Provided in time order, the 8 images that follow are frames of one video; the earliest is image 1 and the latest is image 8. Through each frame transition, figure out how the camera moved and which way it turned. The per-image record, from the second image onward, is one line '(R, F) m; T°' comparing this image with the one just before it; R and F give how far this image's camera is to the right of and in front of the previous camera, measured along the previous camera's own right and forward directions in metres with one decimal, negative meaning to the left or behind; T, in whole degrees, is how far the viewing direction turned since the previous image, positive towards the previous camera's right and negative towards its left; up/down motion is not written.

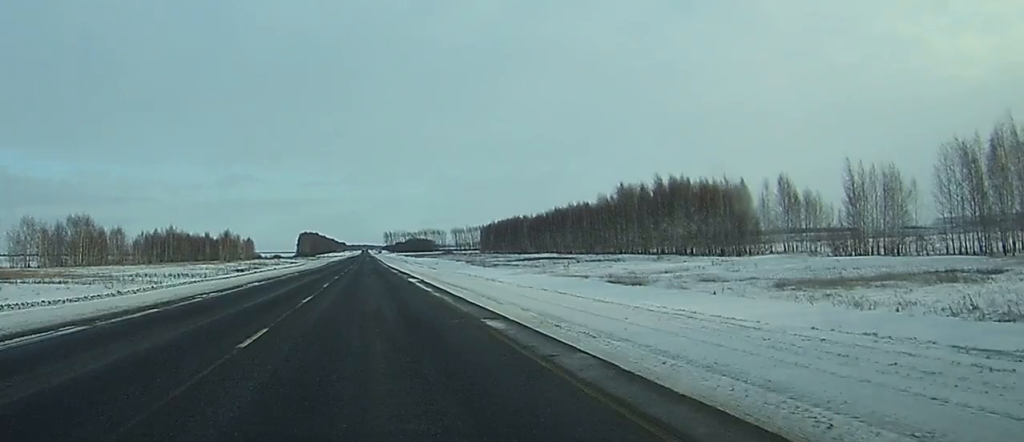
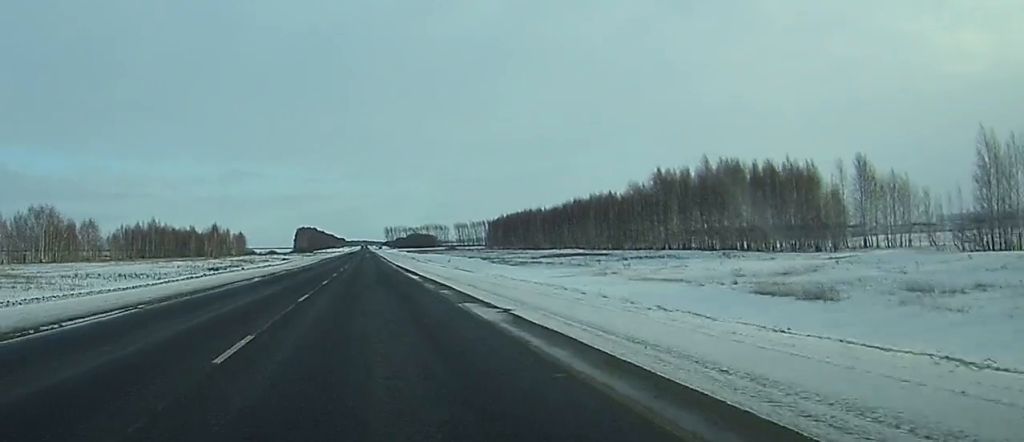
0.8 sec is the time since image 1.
(0.0, +26.0) m; 0°
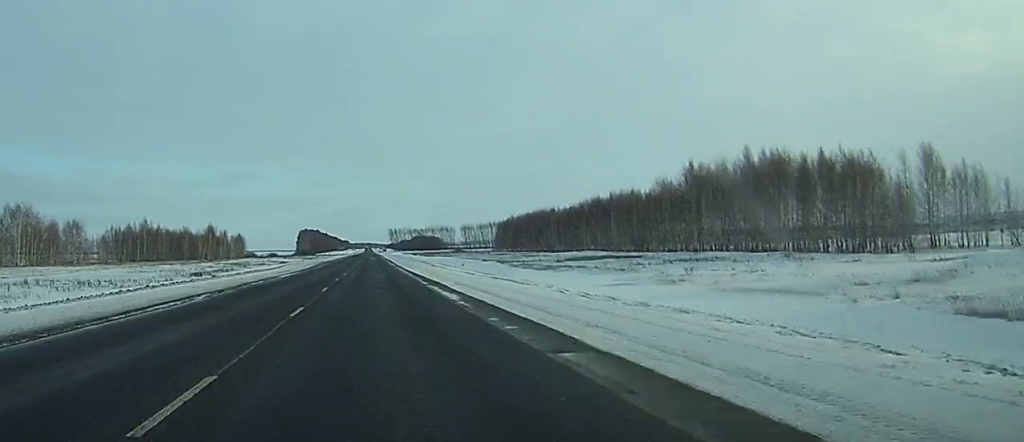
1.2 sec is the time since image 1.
(0.0, +15.9) m; 0°
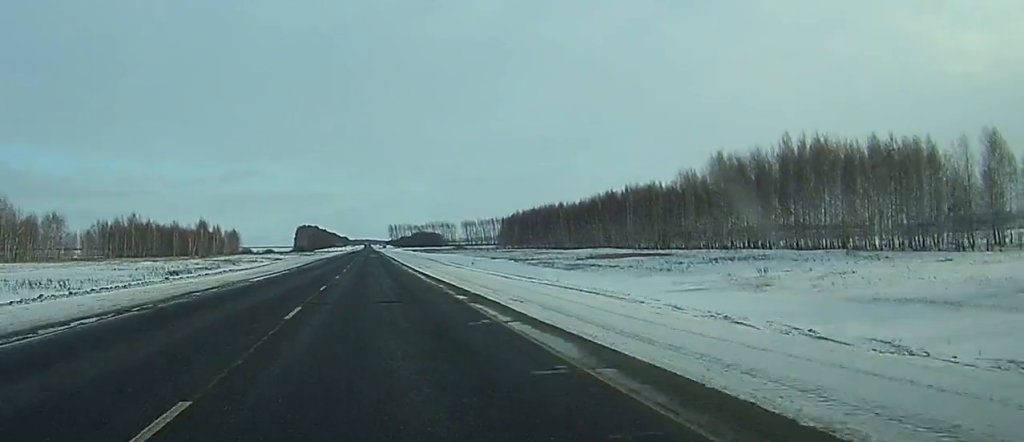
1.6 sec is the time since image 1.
(0.0, +13.6) m; 0°
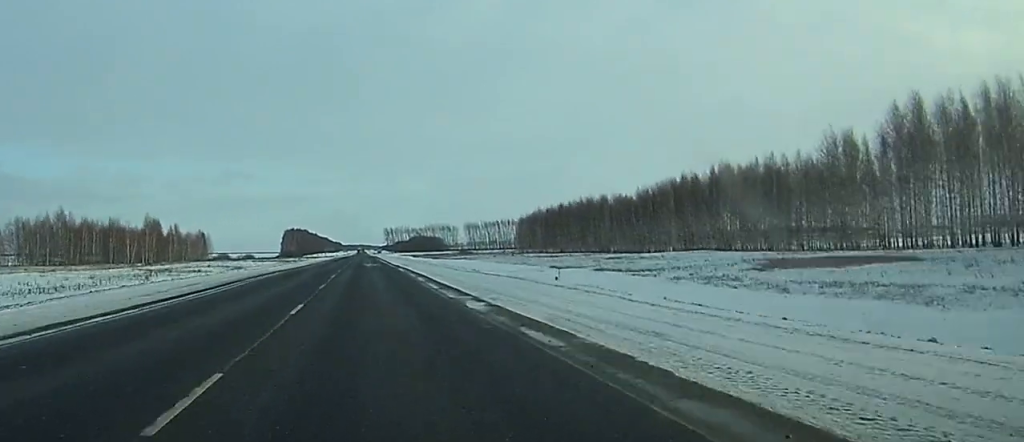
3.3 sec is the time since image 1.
(0.0, +58.1) m; 0°
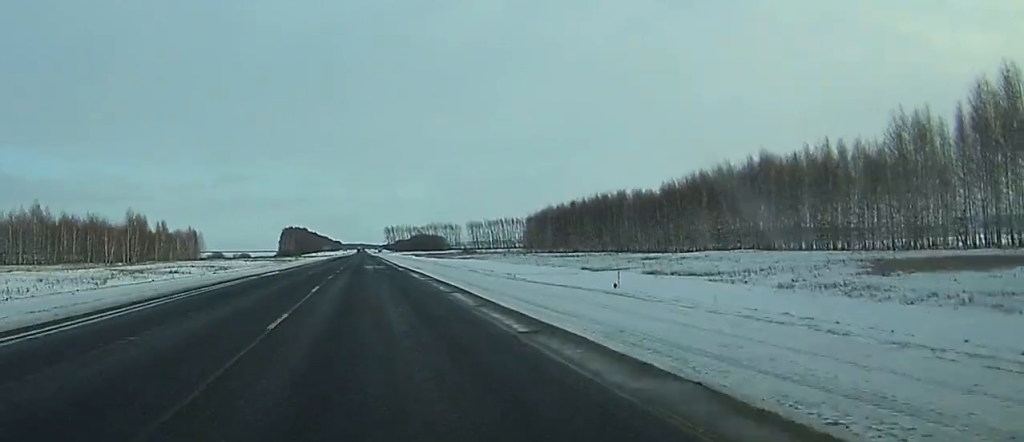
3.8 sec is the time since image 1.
(0.0, +15.9) m; 0°
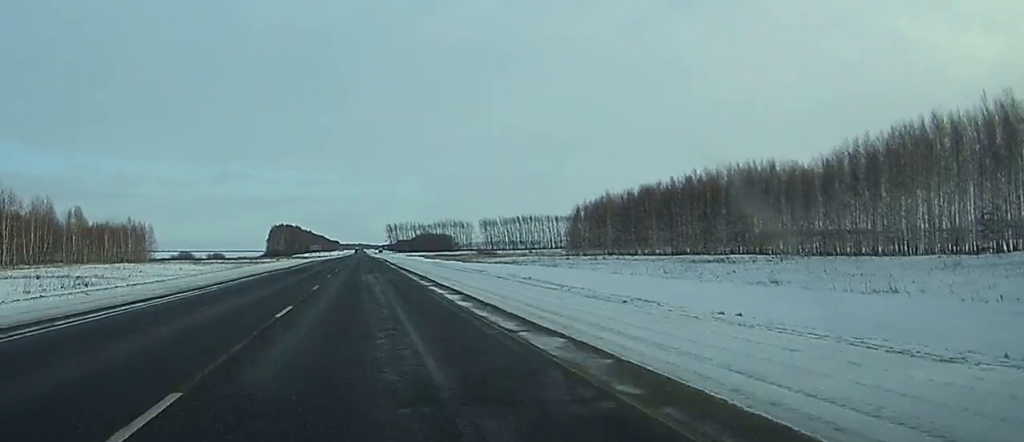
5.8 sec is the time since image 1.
(+0.2, +69.5) m; 0°
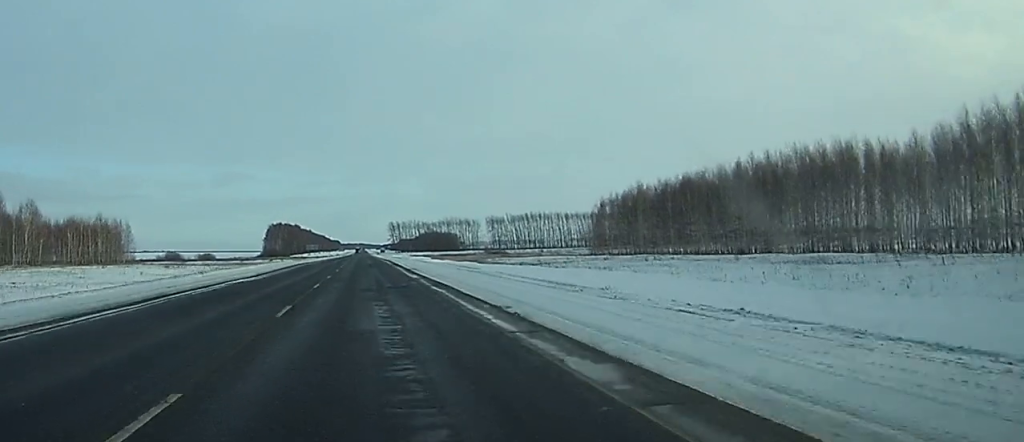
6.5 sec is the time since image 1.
(0.0, +23.9) m; 0°
